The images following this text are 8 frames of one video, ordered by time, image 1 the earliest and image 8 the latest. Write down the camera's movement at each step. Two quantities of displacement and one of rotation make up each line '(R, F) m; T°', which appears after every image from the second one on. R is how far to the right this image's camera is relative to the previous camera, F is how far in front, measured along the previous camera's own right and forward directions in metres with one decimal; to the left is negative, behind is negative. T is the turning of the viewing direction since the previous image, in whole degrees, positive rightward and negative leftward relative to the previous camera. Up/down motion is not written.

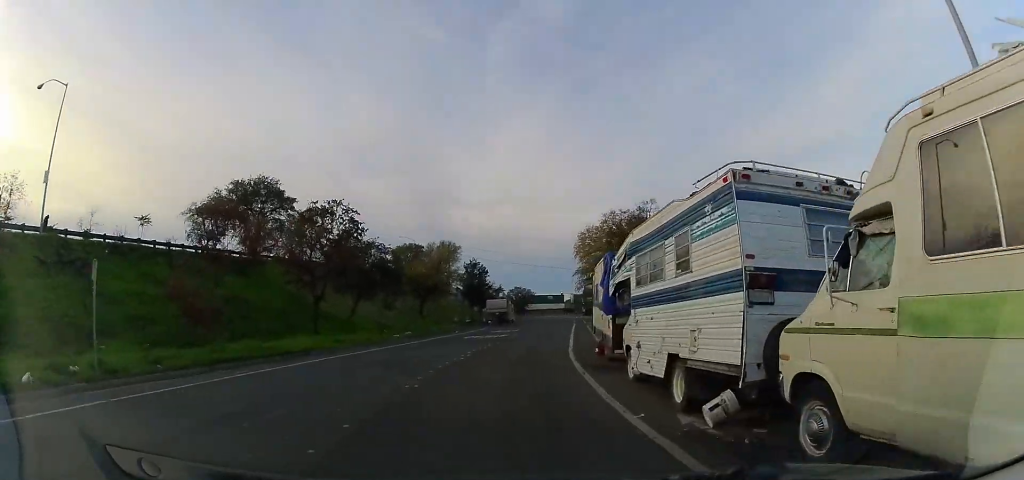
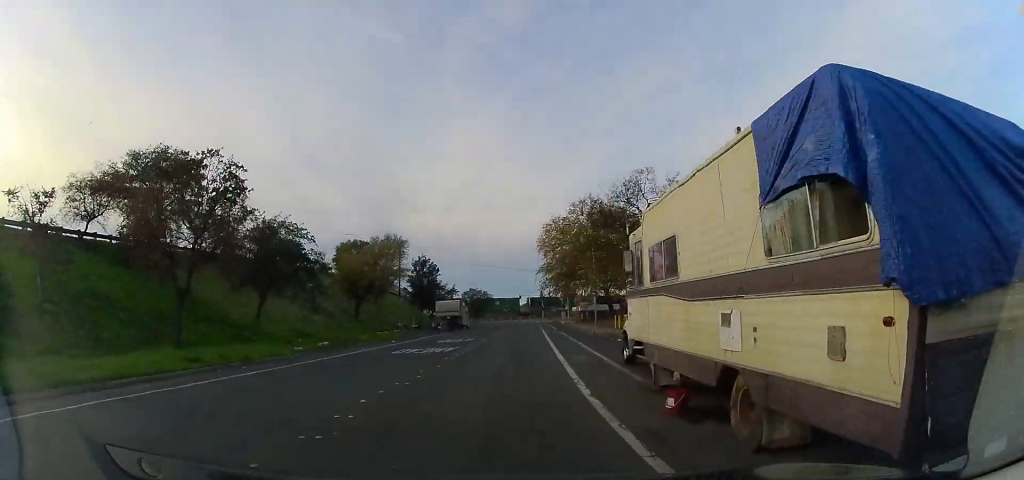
(+0.9, +11.0) m; +6°
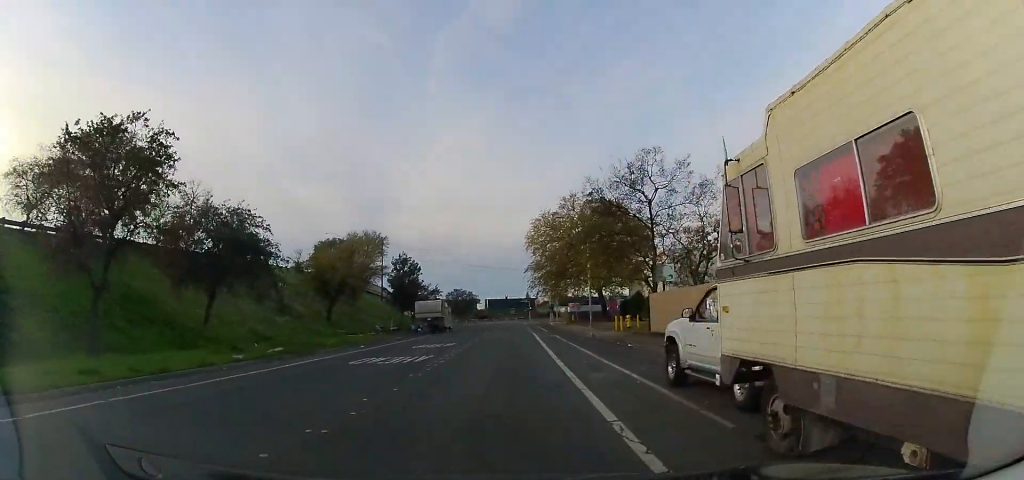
(0.0, +4.7) m; +2°
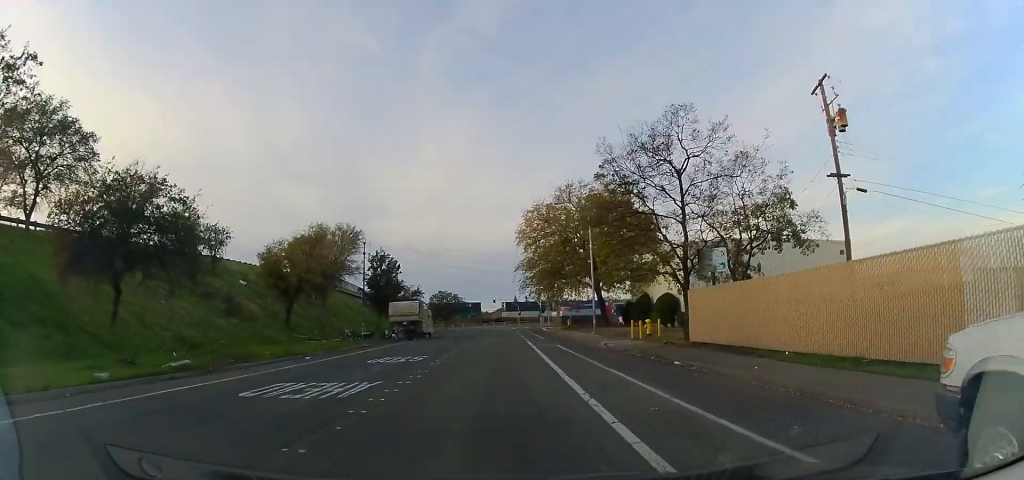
(+0.2, +6.8) m; +4°
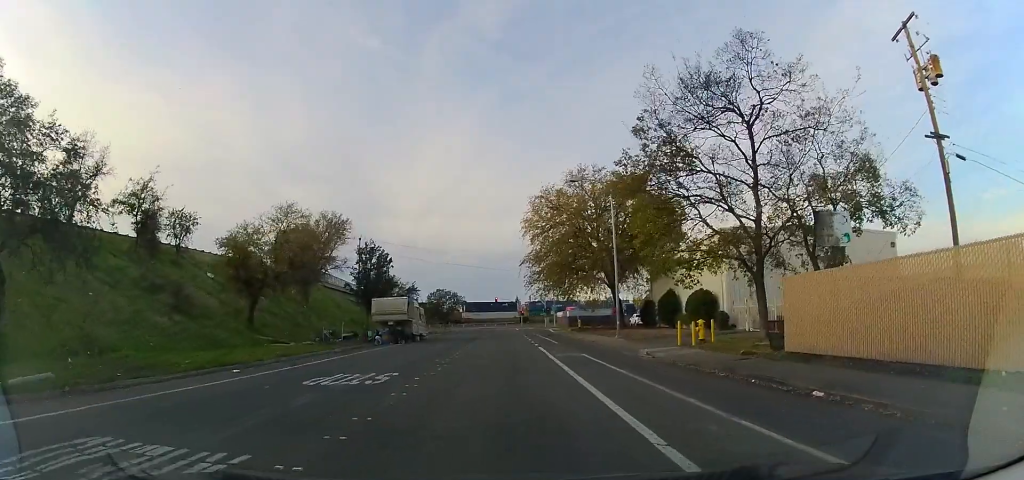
(+0.3, +6.4) m; +1°
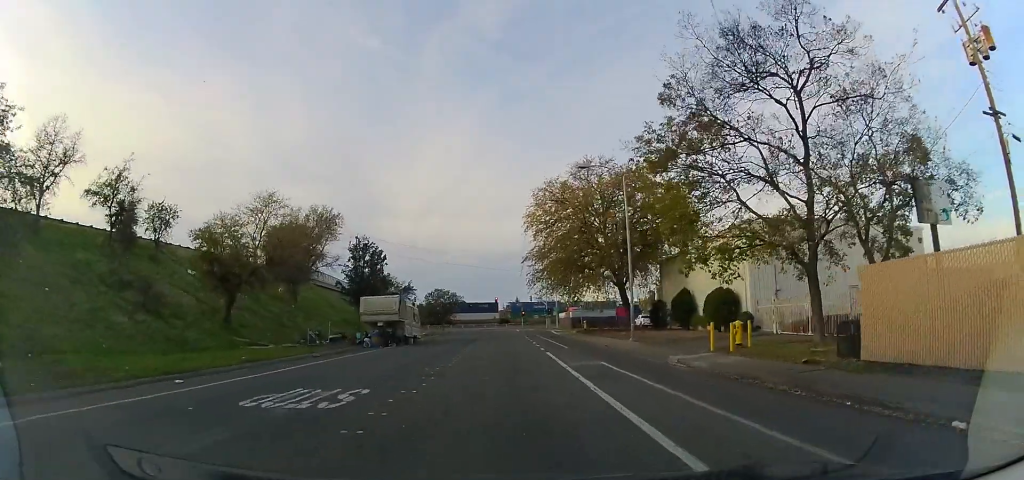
(0.0, +3.1) m; -2°
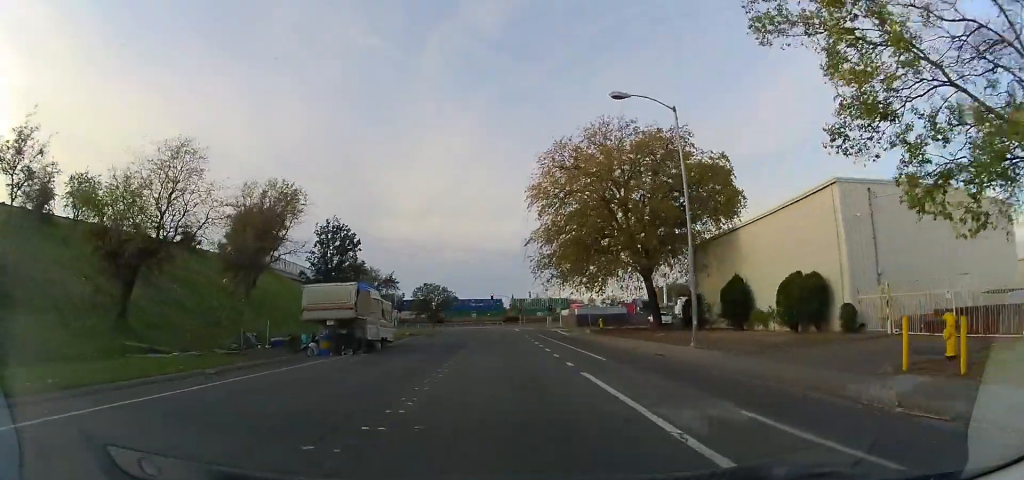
(-0.2, +9.6) m; 0°
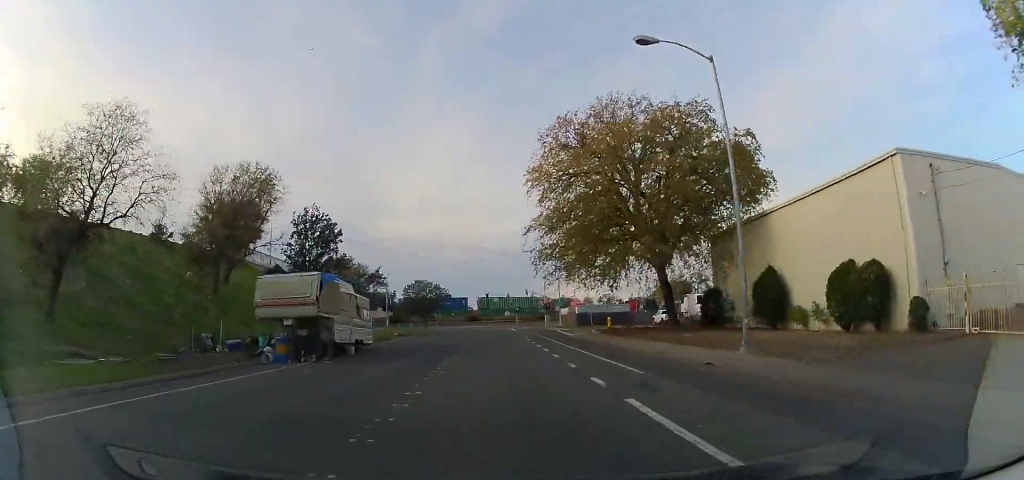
(+0.2, +4.5) m; 0°
